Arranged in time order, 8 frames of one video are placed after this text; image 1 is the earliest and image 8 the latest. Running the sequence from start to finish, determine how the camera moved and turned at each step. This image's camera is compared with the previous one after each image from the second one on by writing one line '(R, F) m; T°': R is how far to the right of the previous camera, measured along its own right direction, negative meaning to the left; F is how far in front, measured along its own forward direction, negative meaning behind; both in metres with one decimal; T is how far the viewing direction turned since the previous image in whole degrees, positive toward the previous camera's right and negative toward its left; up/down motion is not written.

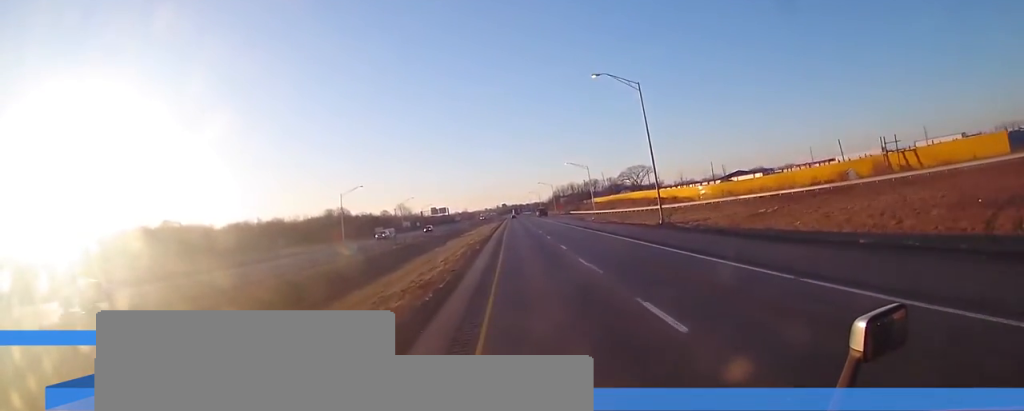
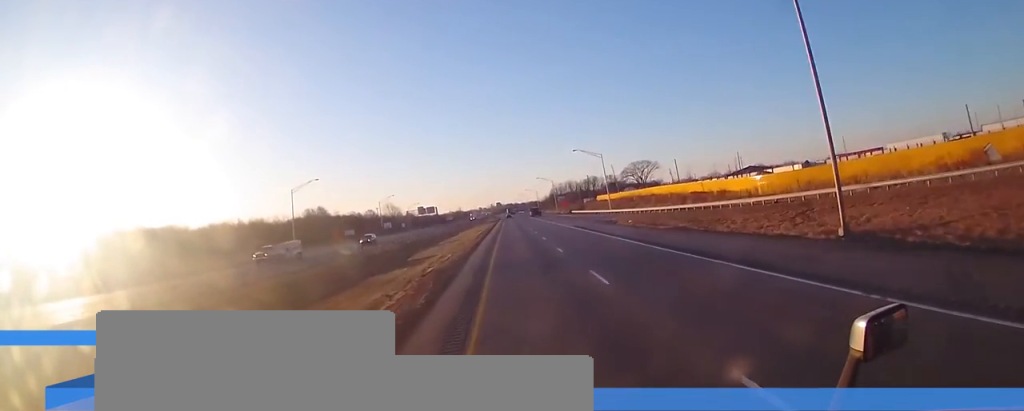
(+0.1, +27.4) m; 0°
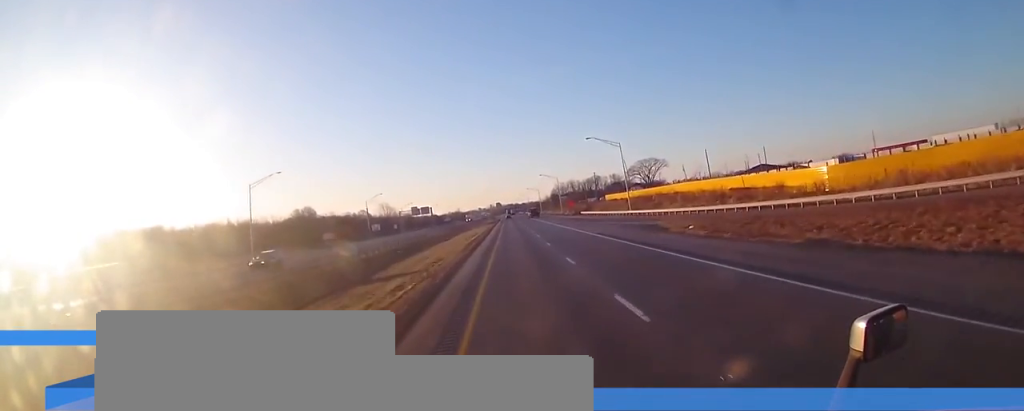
(0.0, +17.4) m; 0°
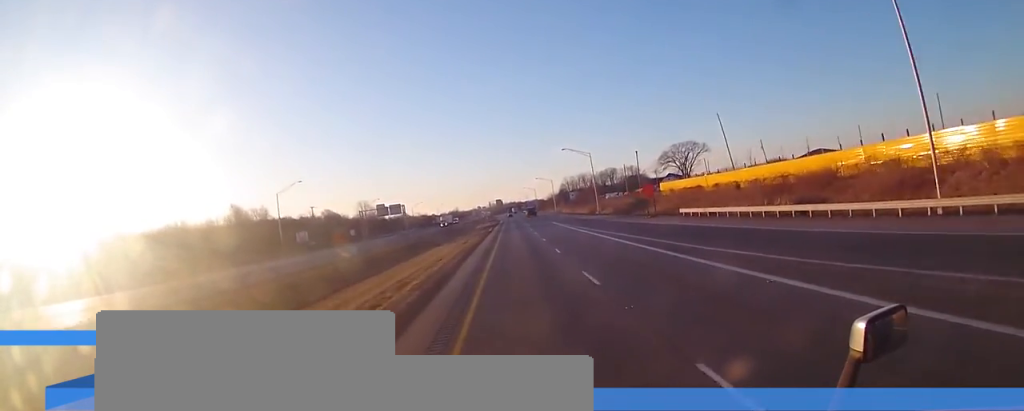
(0.0, +68.1) m; 0°
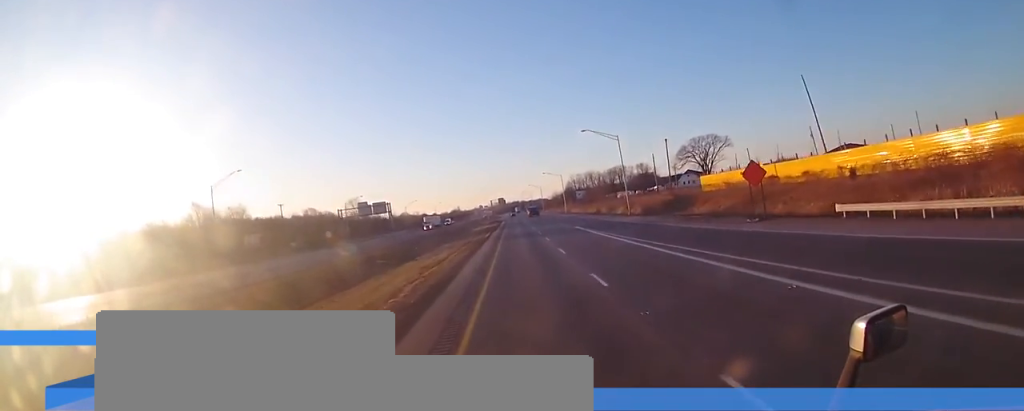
(-0.2, +24.8) m; 0°
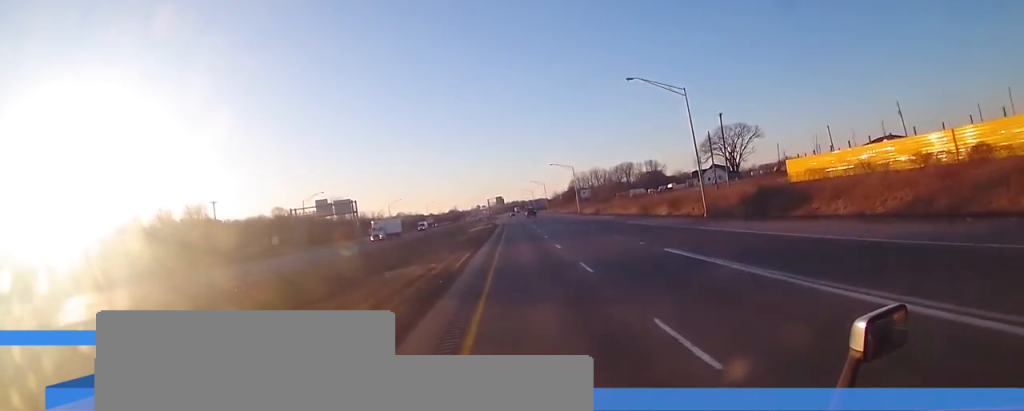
(0.0, +33.1) m; 0°
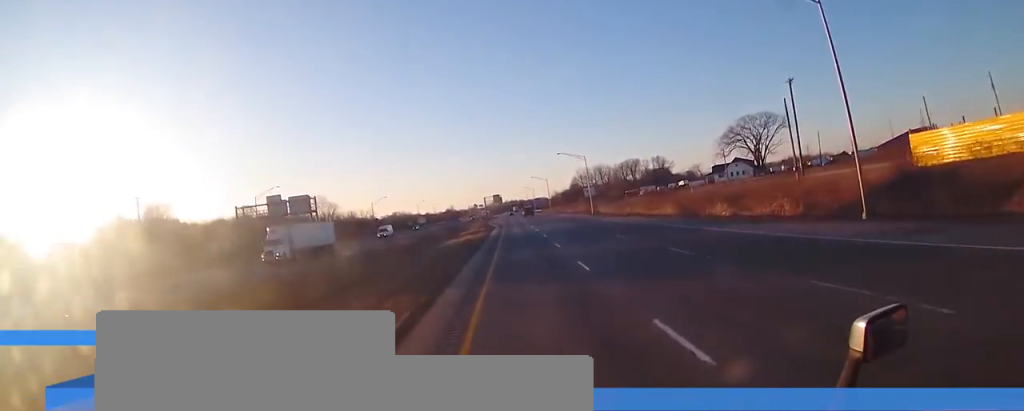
(0.0, +24.8) m; 0°
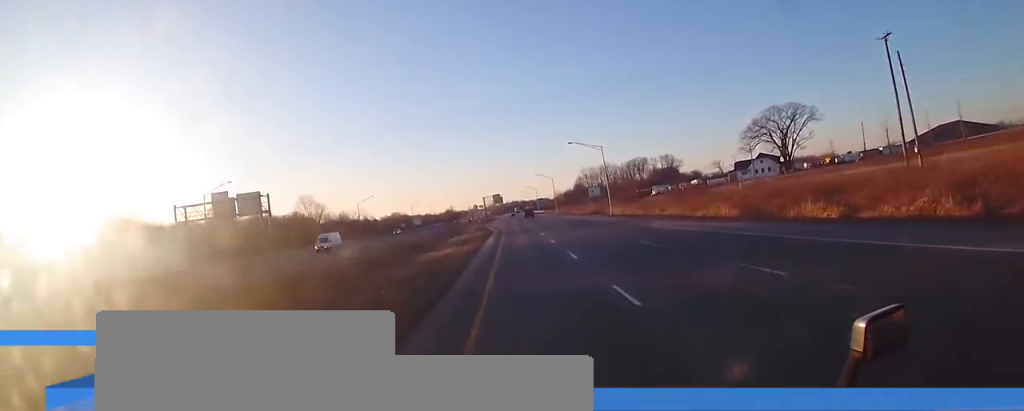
(-0.2, +19.5) m; 0°
